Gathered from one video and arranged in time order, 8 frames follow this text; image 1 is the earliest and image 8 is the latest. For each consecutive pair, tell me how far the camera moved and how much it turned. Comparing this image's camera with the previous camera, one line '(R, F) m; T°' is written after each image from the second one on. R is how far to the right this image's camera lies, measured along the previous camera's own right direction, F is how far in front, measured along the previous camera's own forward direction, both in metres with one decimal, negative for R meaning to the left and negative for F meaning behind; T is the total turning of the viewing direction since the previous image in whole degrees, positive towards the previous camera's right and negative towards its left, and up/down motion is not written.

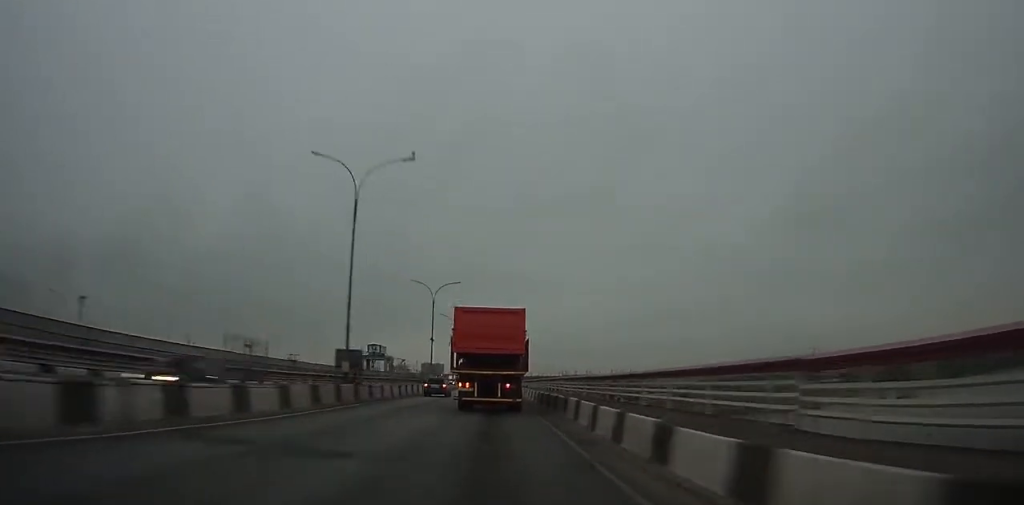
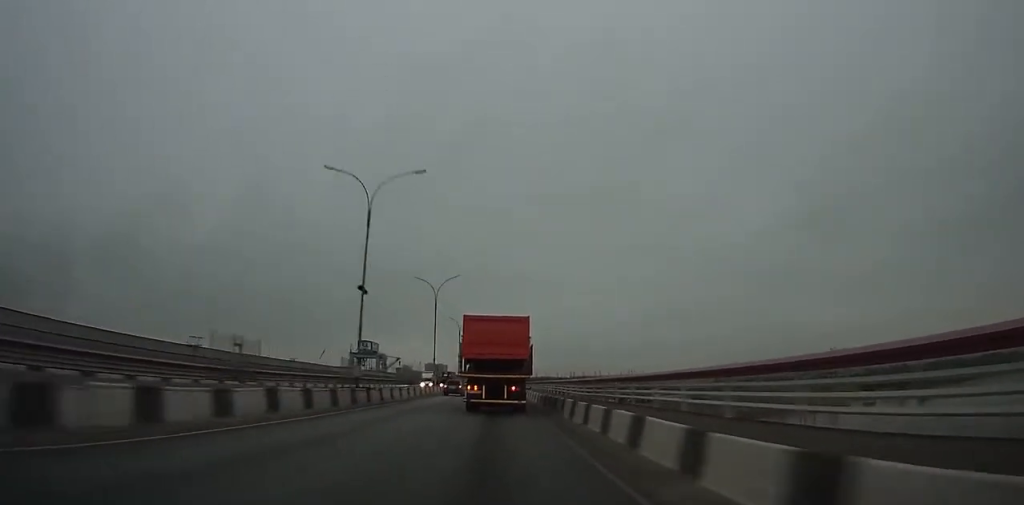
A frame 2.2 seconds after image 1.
(-0.1, +34.3) m; 0°
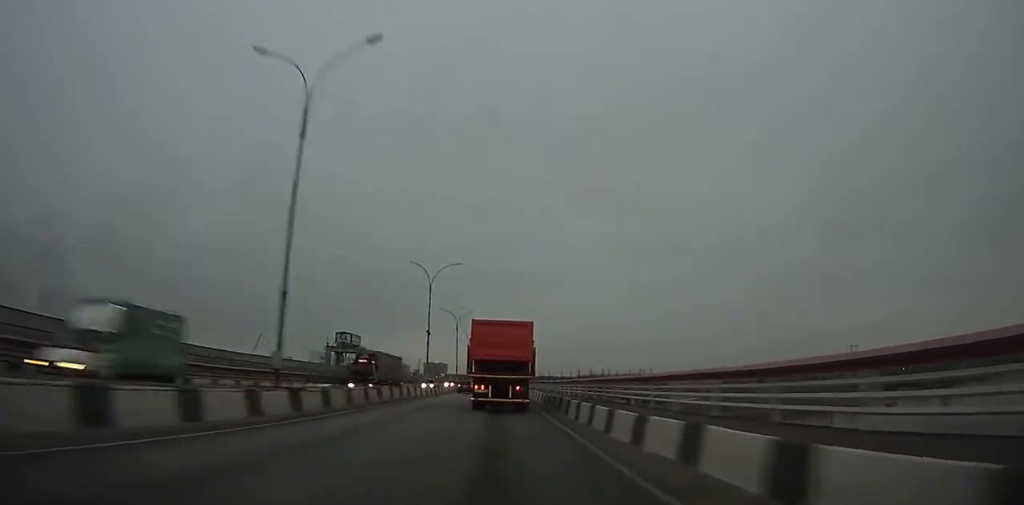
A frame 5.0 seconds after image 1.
(-0.1, +44.3) m; 0°
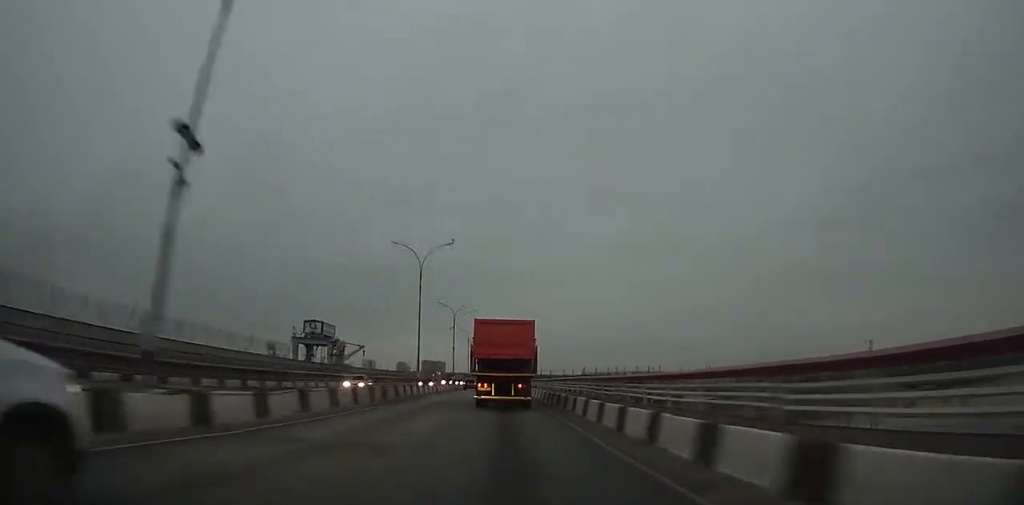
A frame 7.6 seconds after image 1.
(0.0, +41.9) m; 0°
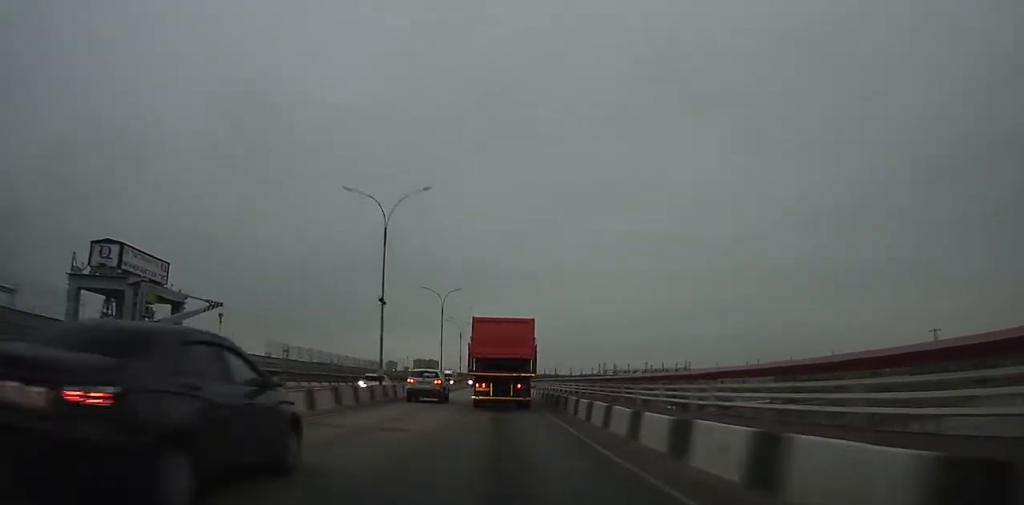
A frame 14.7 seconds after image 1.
(+0.2, +118.2) m; 0°
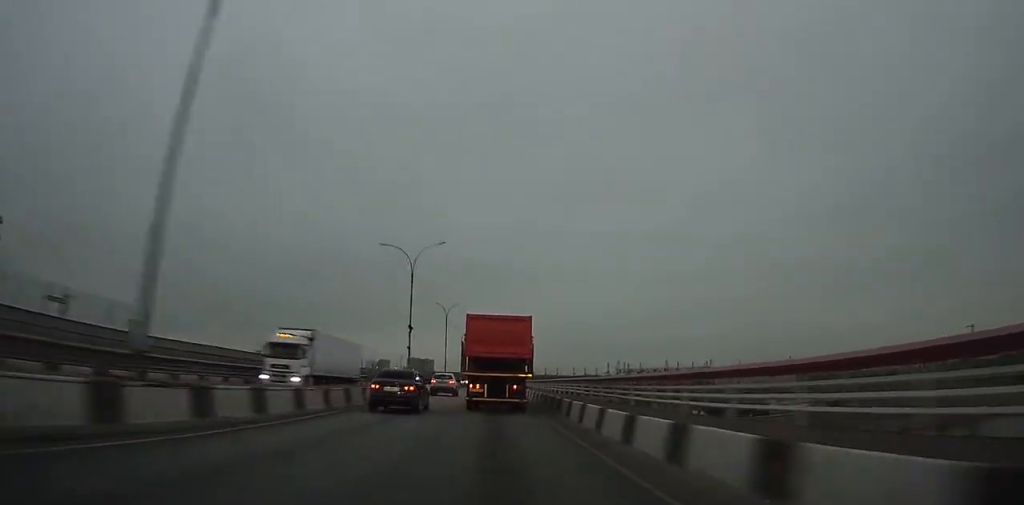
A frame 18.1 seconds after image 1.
(+0.1, +57.5) m; 0°
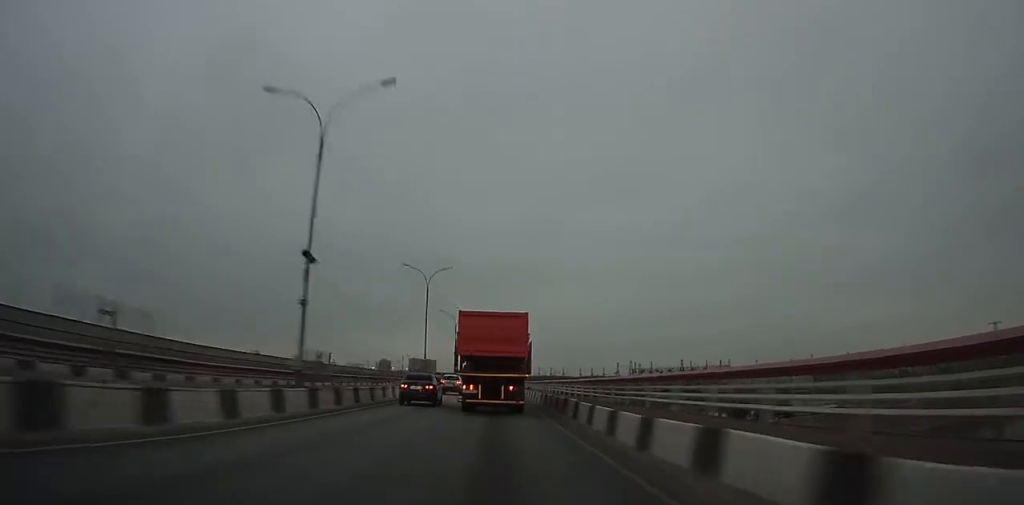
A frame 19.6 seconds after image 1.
(0.0, +25.3) m; 0°
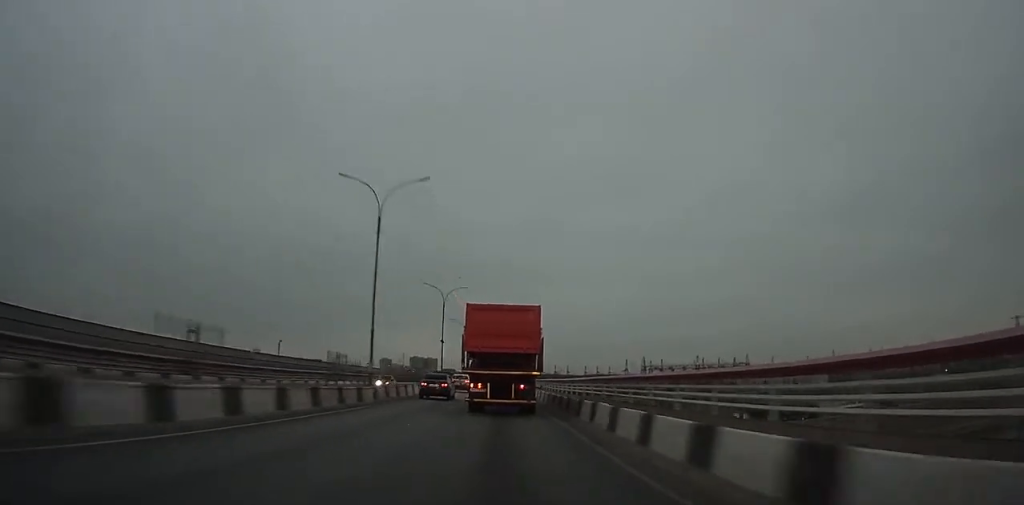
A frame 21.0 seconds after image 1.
(0.0, +23.4) m; 0°
